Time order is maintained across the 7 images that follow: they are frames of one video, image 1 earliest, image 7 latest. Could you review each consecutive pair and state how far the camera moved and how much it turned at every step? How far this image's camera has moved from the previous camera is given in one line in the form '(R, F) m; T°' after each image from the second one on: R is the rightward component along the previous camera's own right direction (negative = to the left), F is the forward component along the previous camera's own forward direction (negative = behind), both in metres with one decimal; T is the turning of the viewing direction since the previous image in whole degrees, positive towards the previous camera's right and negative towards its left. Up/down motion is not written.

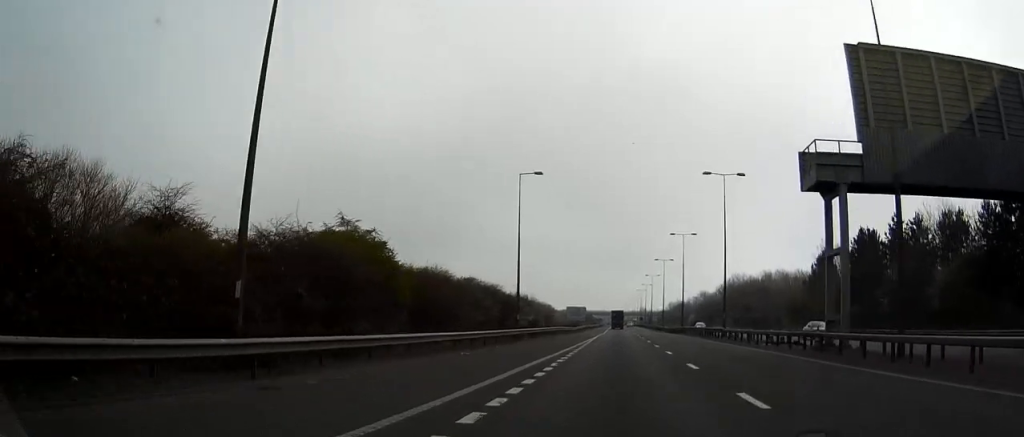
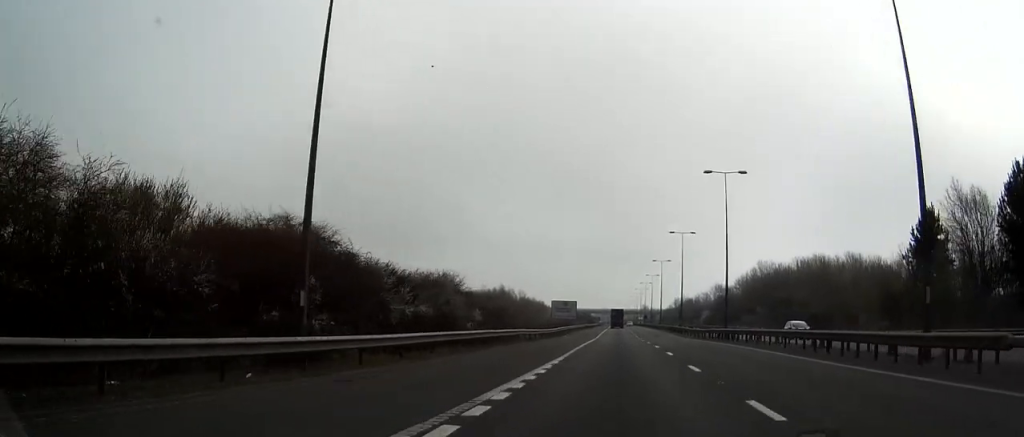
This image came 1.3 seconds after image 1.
(+0.1, +36.9) m; 0°
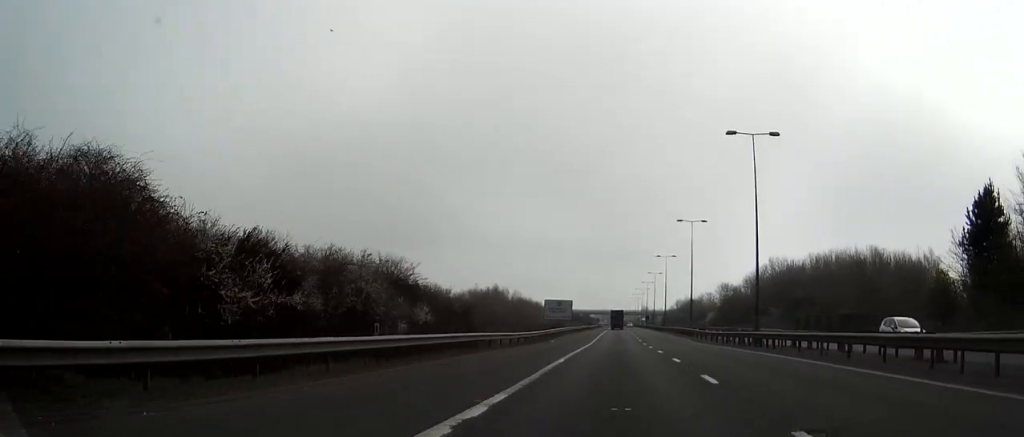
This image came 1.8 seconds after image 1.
(0.0, +12.0) m; 0°
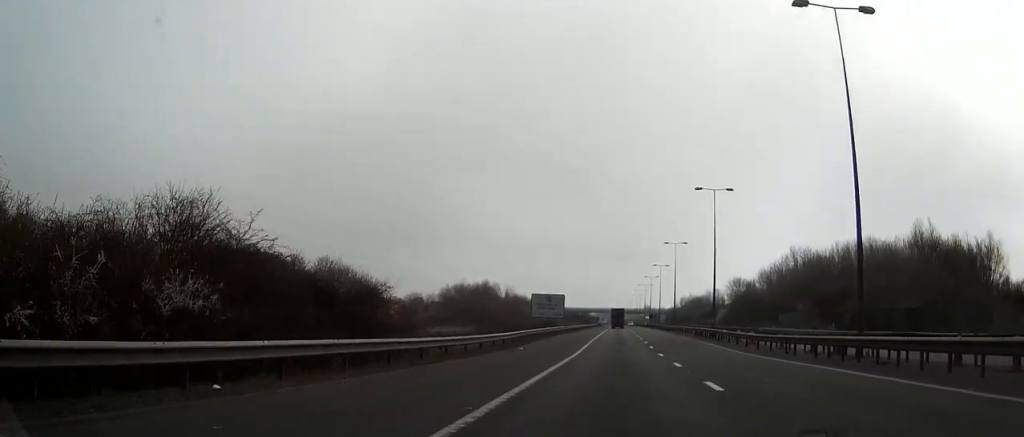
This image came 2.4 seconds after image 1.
(0.0, +18.4) m; 0°
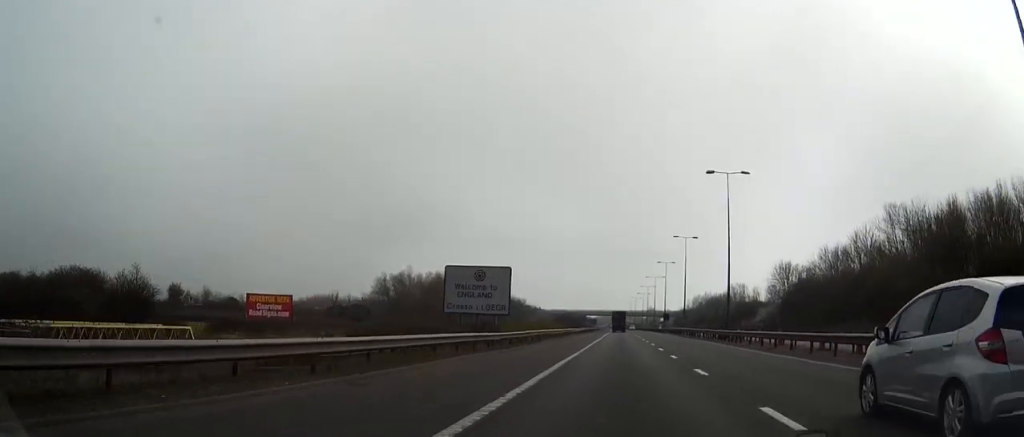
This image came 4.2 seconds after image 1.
(0.0, +49.8) m; 0°
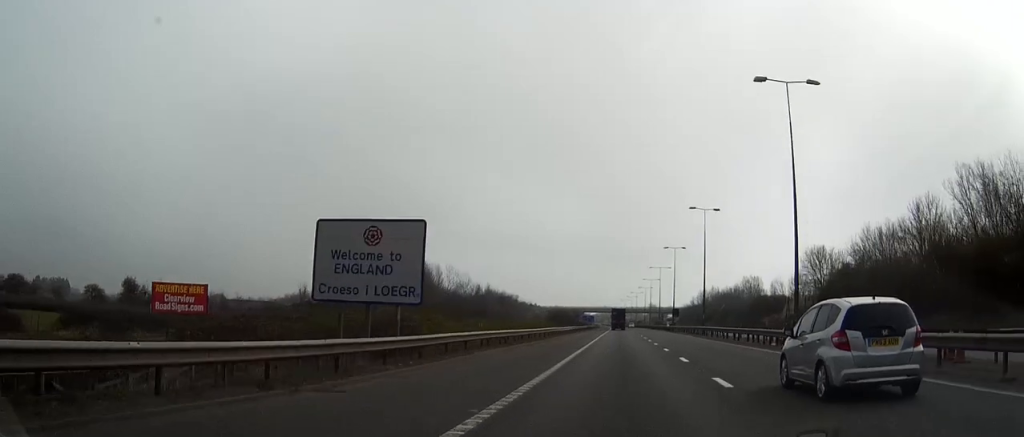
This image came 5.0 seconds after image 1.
(-0.1, +21.3) m; 0°
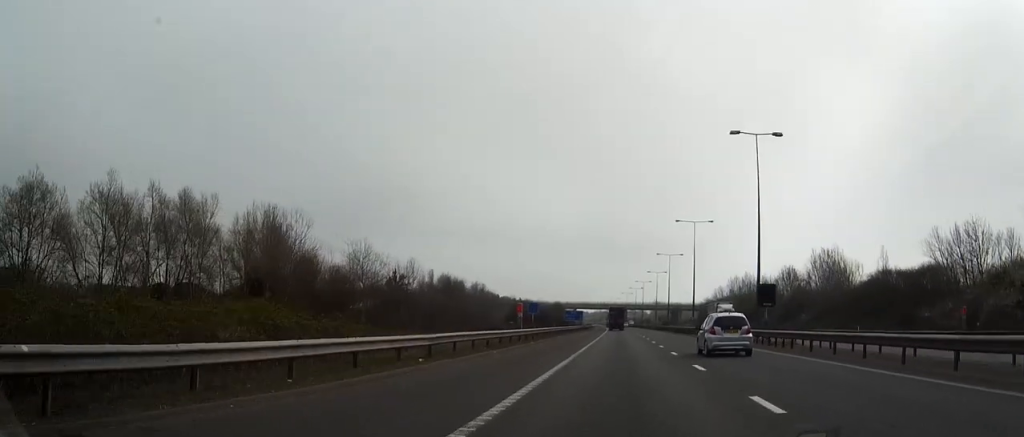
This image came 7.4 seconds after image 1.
(0.0, +66.5) m; 0°
